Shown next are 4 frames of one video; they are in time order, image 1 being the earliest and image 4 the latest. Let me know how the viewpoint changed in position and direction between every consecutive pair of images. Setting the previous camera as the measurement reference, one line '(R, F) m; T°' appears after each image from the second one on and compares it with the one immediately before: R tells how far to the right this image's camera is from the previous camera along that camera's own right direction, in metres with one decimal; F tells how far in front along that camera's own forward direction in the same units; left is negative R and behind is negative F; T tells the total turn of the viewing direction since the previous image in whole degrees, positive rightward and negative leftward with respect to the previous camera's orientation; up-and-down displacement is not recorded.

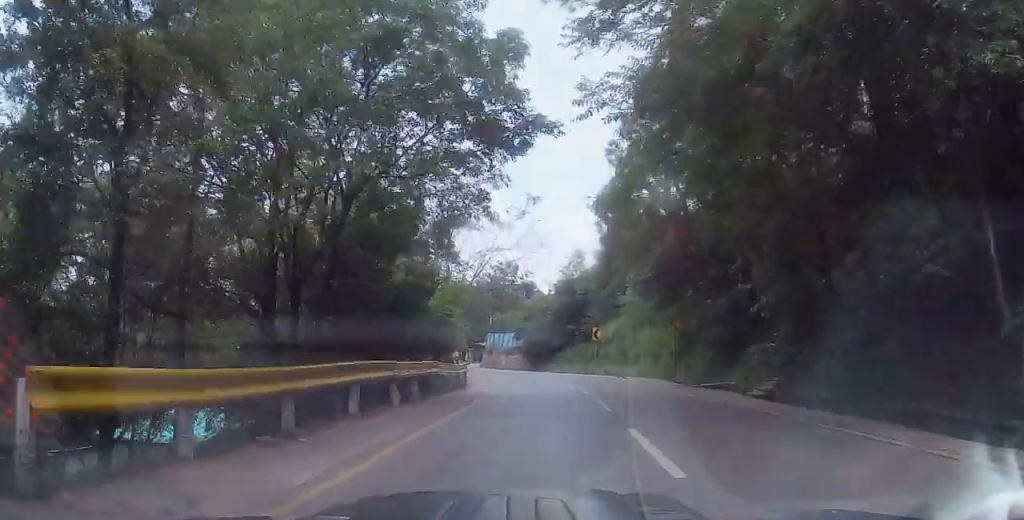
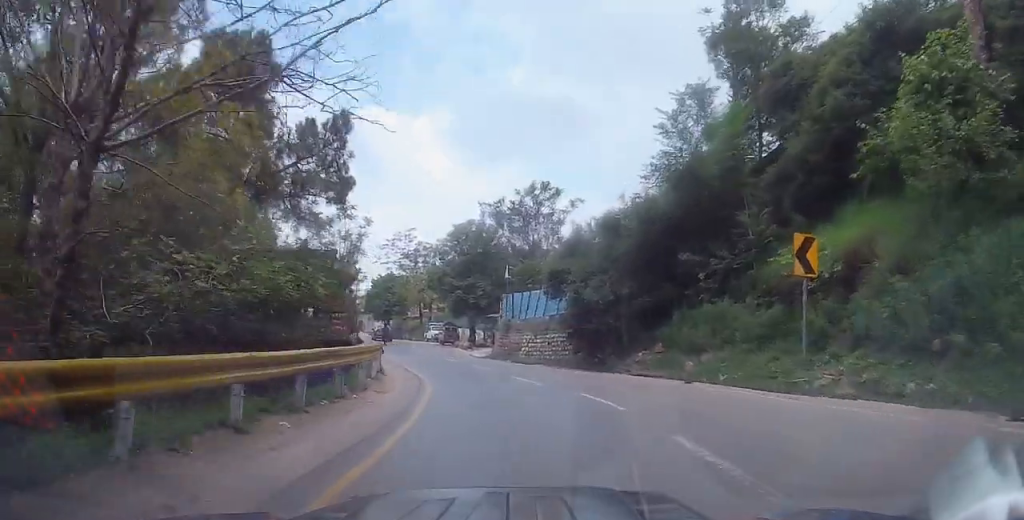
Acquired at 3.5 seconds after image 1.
(-1.1, +32.0) m; -5°
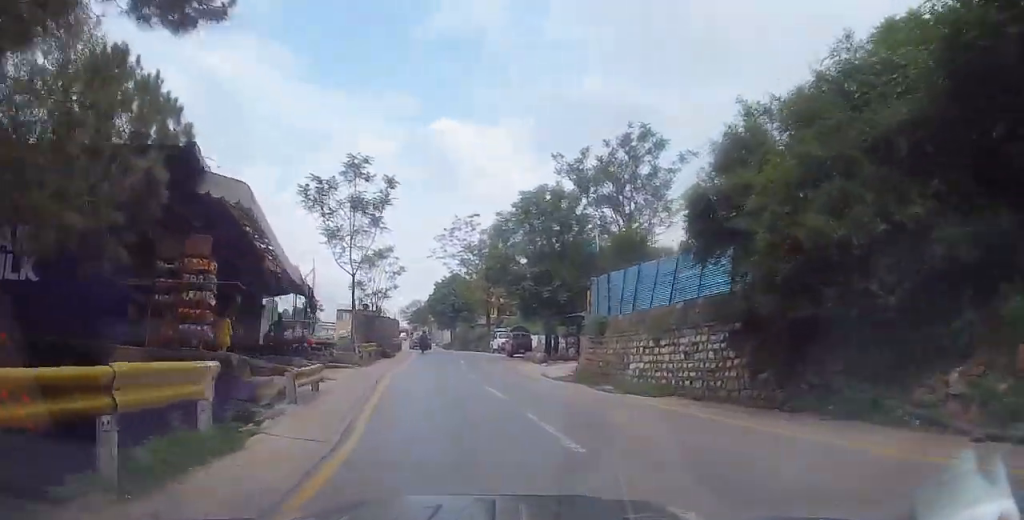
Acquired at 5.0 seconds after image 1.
(-0.3, +14.3) m; -5°
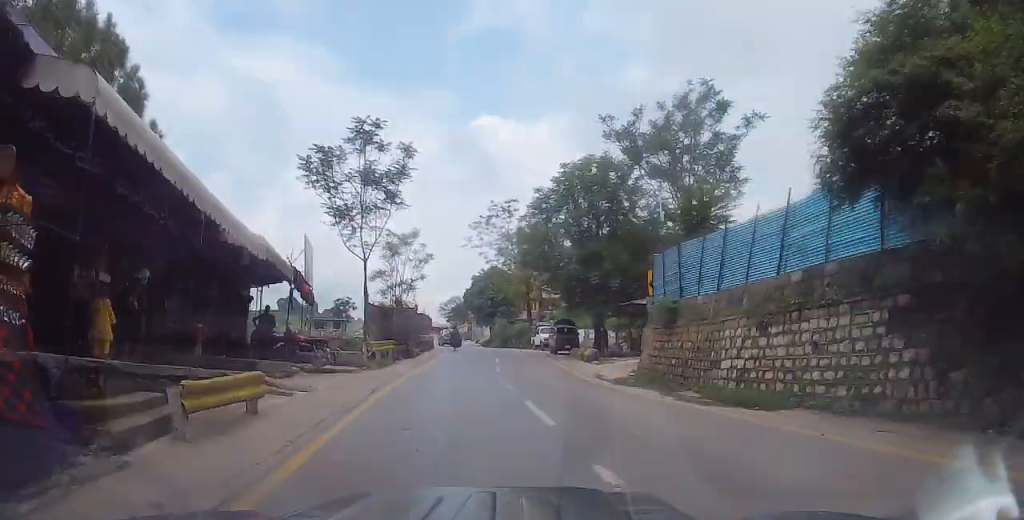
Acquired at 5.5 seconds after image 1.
(-0.2, +5.0) m; -3°
